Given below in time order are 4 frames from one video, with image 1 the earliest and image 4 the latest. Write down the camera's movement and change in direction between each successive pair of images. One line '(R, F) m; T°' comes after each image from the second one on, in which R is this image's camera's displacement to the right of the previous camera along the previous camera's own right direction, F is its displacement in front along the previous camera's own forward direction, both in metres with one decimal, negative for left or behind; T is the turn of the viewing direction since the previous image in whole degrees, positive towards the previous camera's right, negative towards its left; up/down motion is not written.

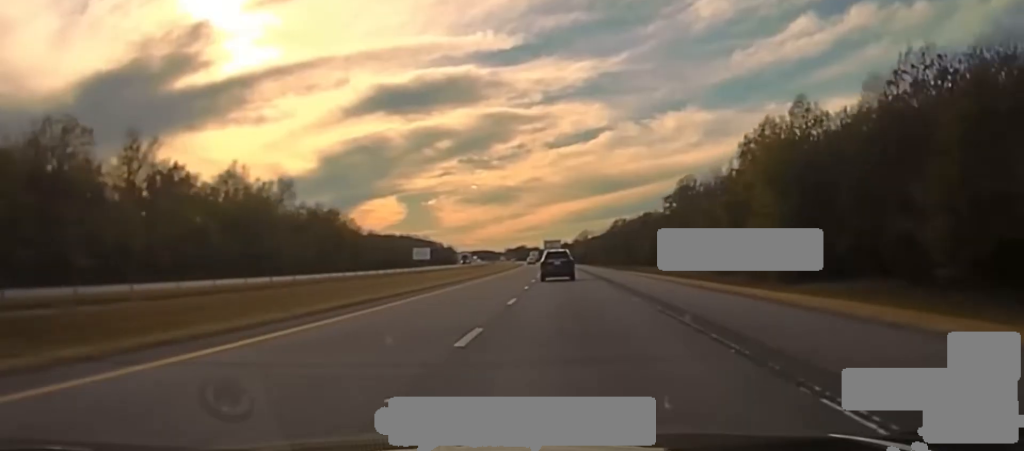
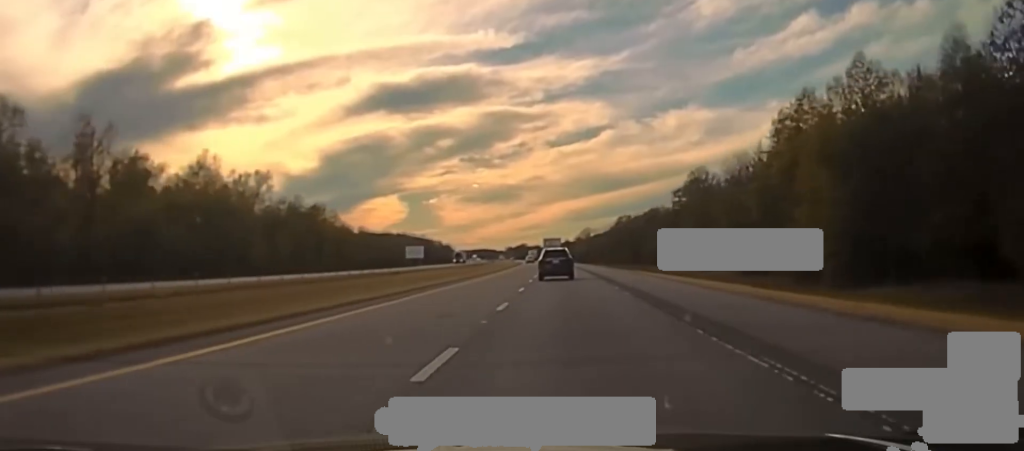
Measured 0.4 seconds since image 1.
(-0.1, +15.4) m; 0°
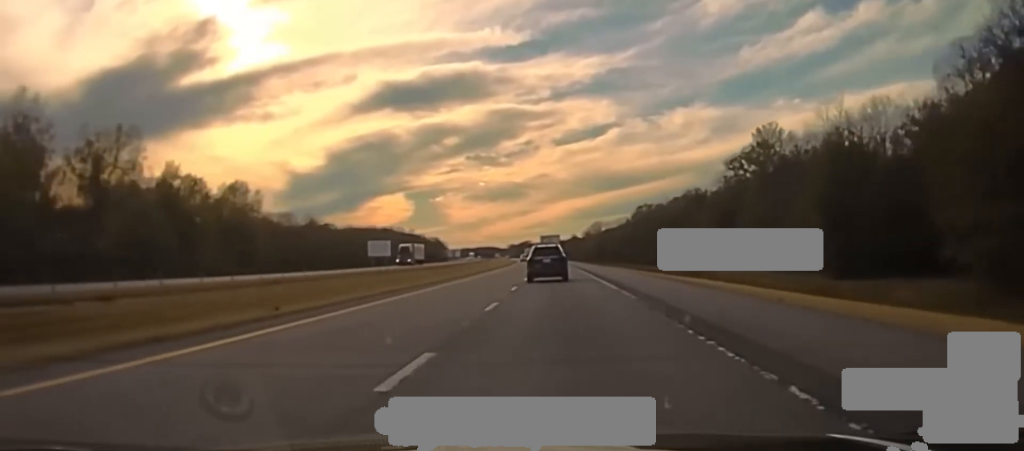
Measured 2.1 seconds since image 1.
(-0.4, +63.7) m; -1°
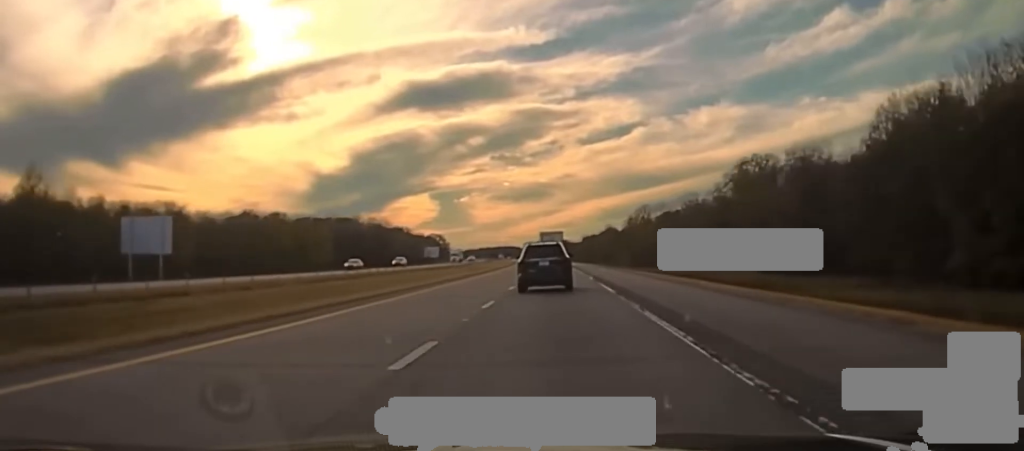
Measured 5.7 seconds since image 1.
(-0.9, +130.1) m; -1°
